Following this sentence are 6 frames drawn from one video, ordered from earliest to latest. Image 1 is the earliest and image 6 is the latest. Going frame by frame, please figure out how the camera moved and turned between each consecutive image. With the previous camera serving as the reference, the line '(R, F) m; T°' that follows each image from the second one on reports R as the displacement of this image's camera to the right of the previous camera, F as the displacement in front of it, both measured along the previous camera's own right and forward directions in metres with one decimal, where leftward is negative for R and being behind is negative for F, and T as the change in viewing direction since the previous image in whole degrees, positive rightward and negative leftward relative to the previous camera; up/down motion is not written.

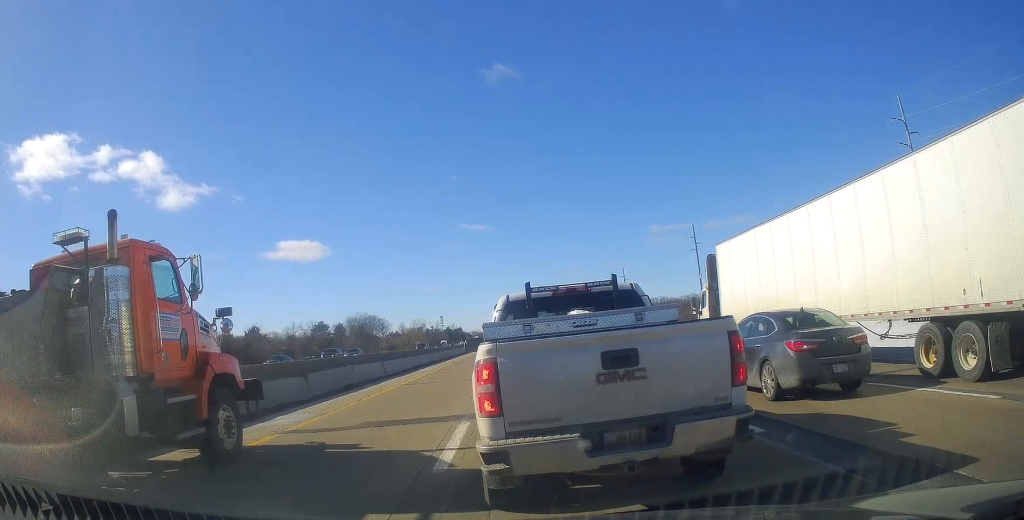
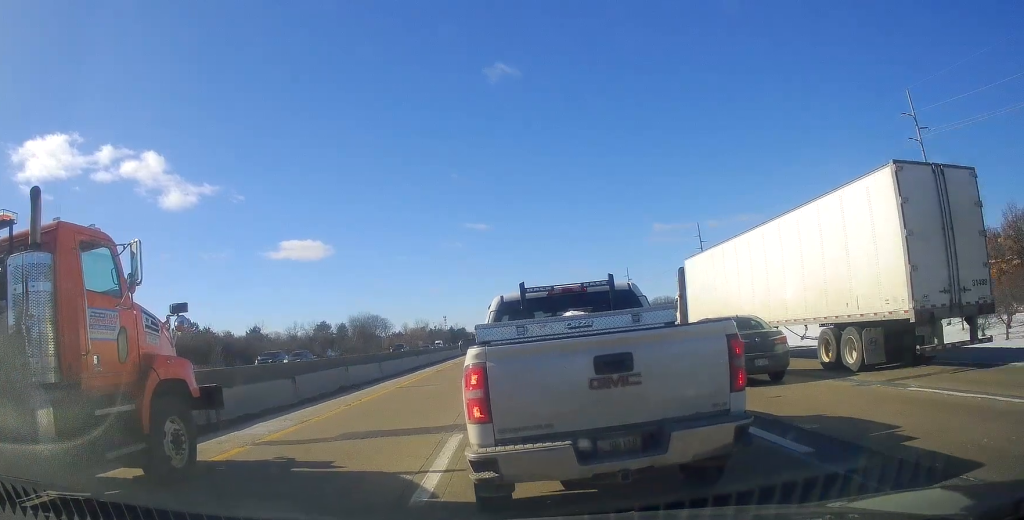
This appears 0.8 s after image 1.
(0.0, +0.3) m; 0°
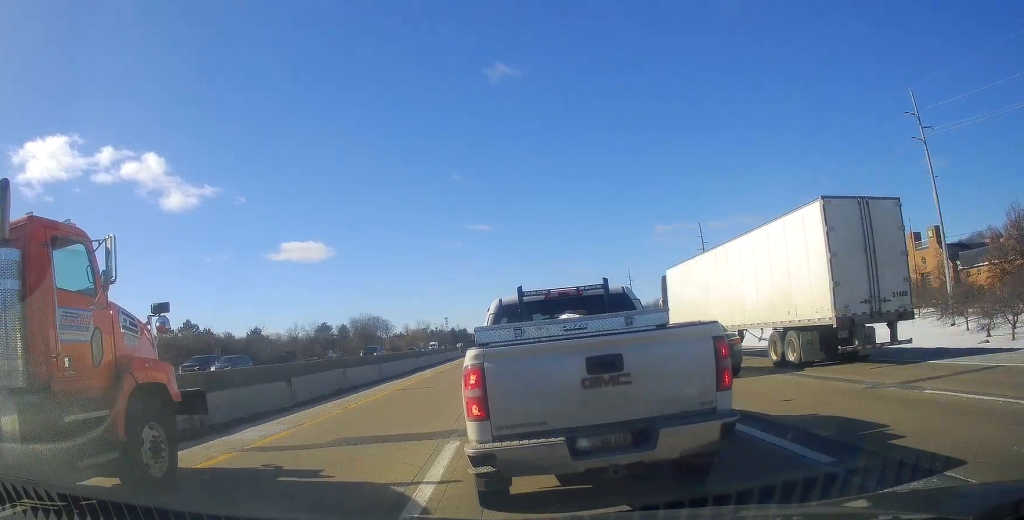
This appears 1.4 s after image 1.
(0.0, +0.2) m; 0°
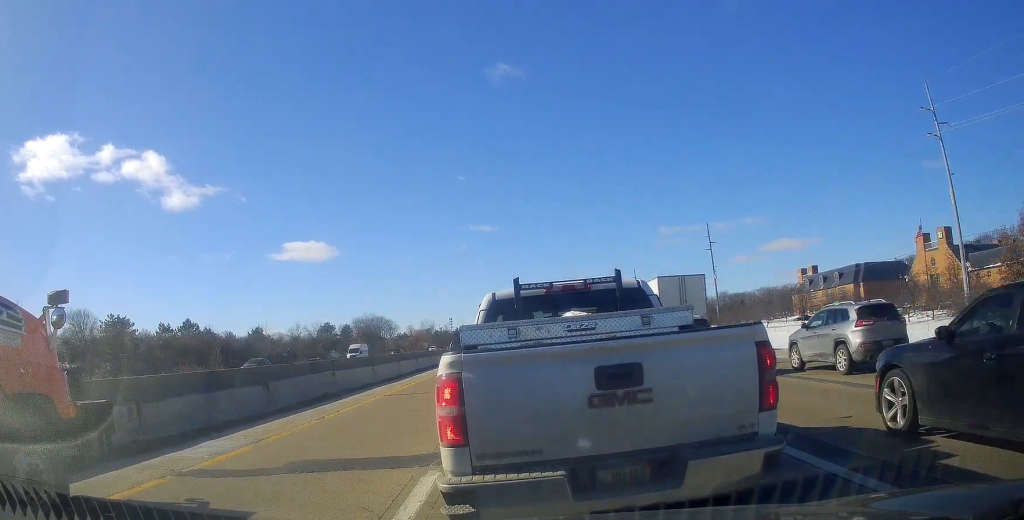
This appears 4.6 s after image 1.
(0.0, +0.6) m; 0°
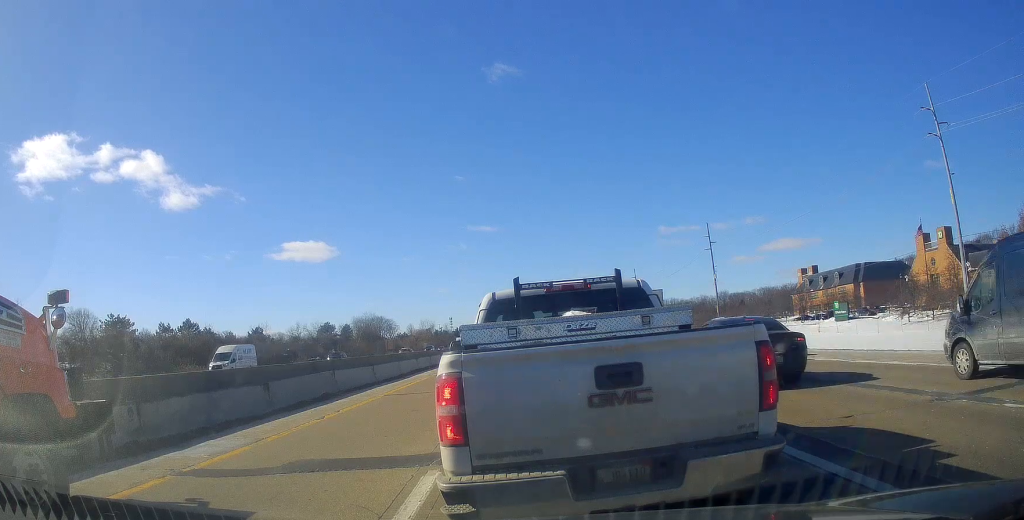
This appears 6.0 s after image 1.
(0.0, +0.2) m; 0°
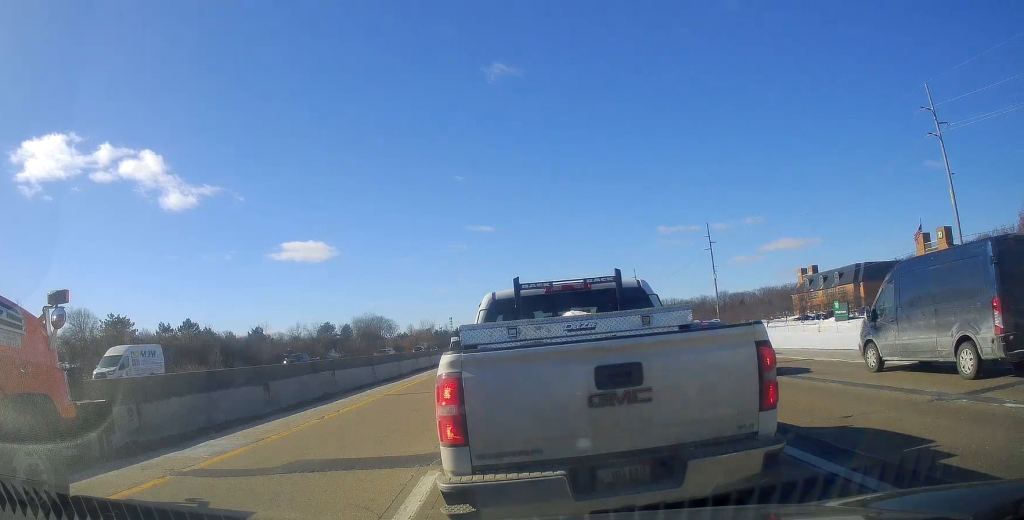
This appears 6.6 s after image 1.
(0.0, 0.0) m; 0°
